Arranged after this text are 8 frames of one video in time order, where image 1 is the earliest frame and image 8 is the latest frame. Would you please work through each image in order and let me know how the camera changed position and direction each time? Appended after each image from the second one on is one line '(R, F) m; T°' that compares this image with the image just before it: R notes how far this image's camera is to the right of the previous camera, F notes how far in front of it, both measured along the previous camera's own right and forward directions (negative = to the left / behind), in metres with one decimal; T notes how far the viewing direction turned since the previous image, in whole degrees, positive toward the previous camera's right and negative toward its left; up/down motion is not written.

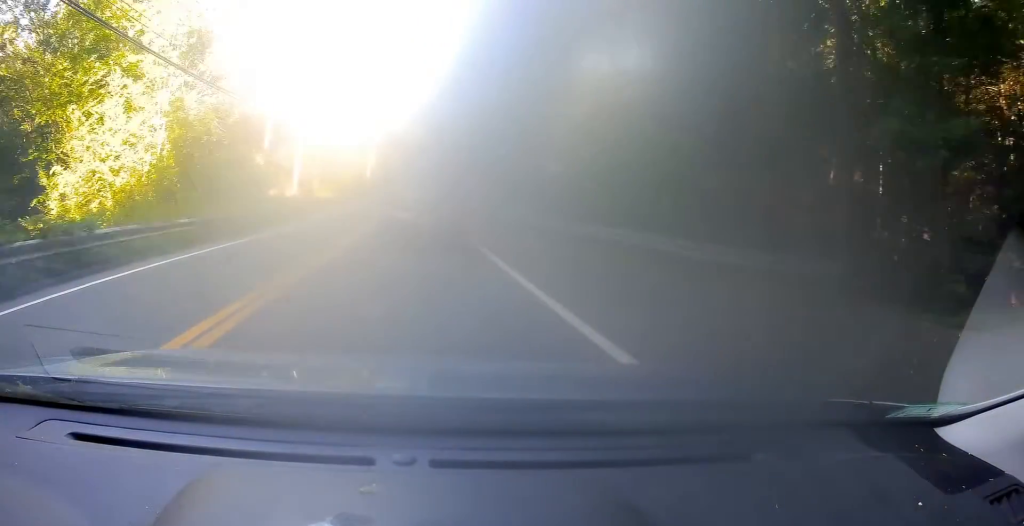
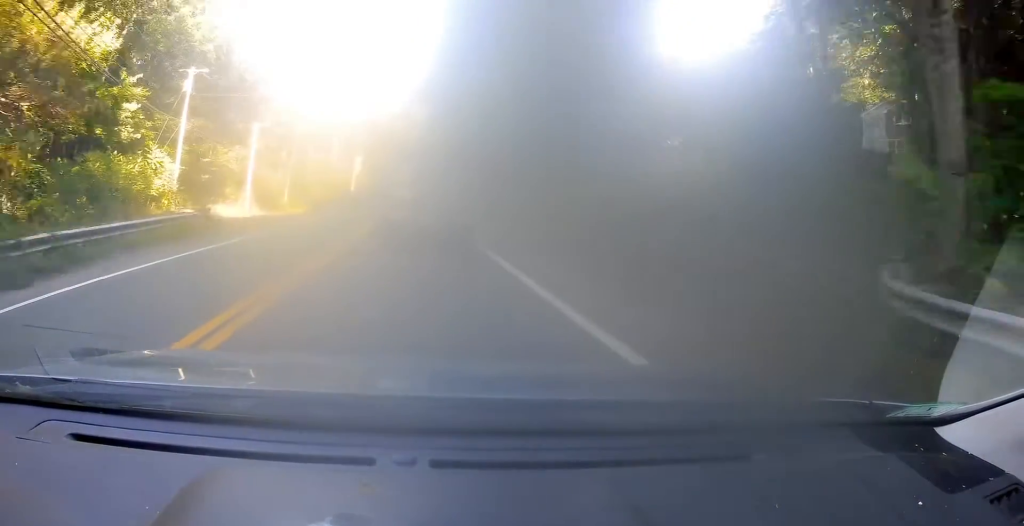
(-0.1, +25.3) m; 0°
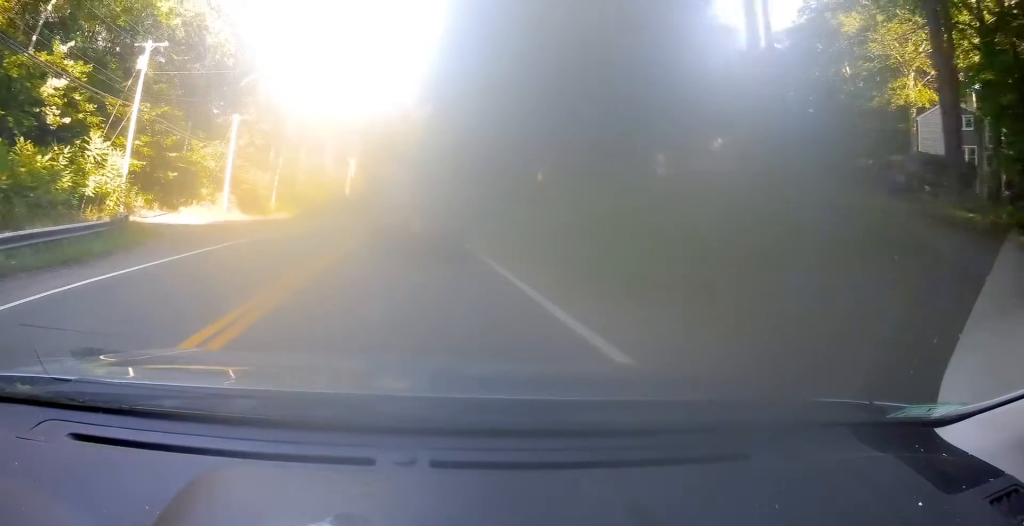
(-0.1, +8.2) m; 0°
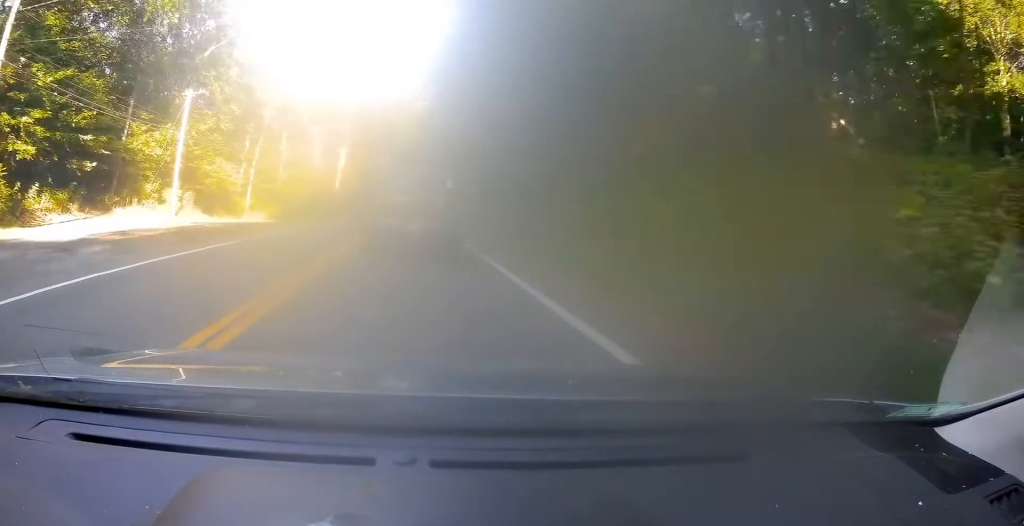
(+0.3, +14.2) m; +1°
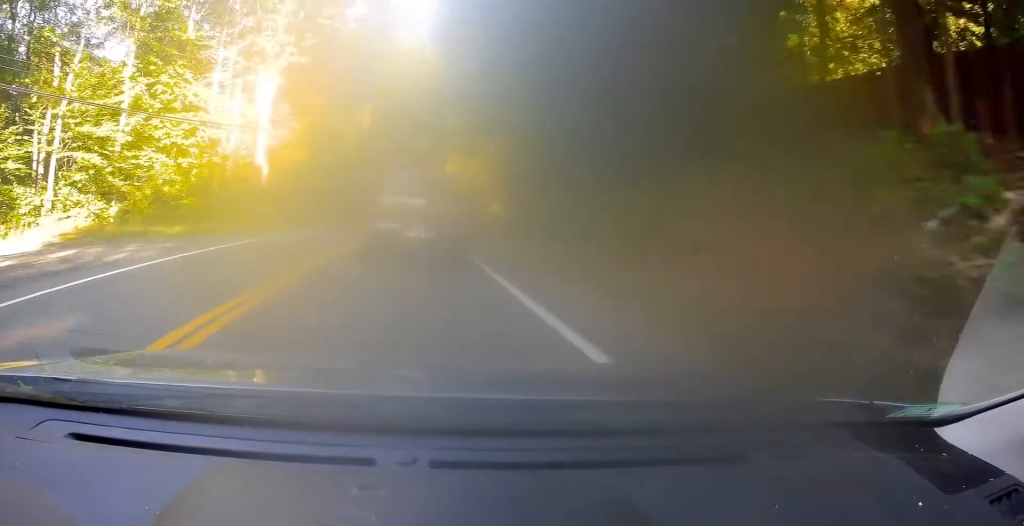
(+1.5, +44.5) m; +4°
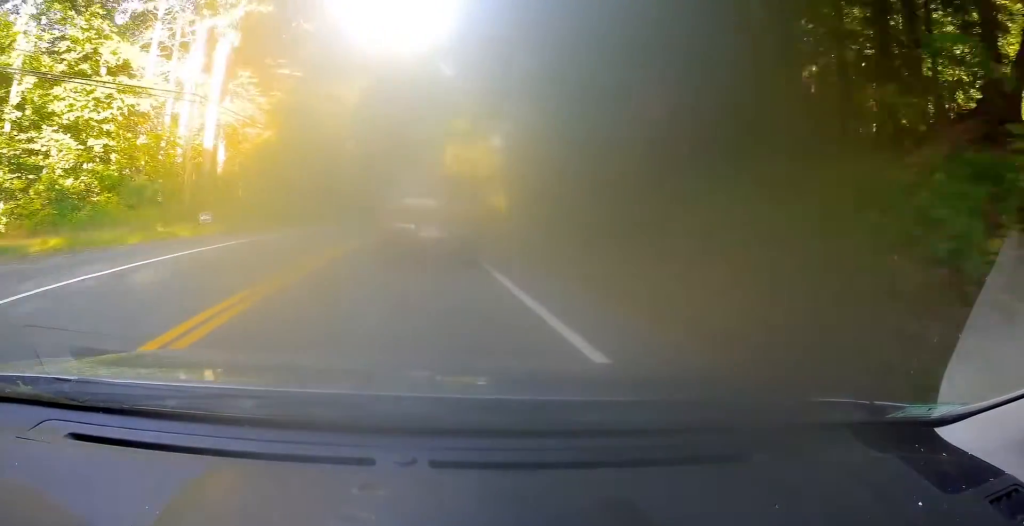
(0.0, +11.7) m; 0°
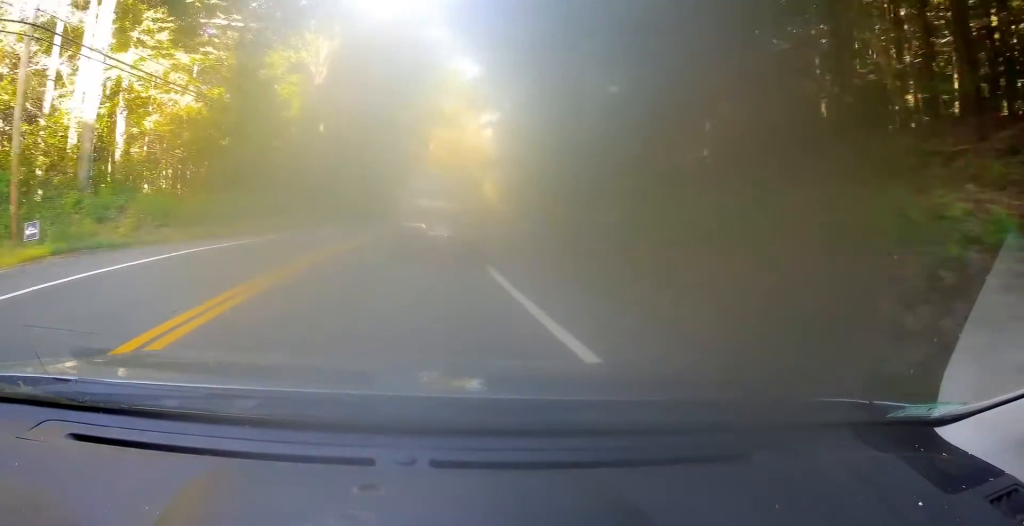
(0.0, +13.4) m; 0°
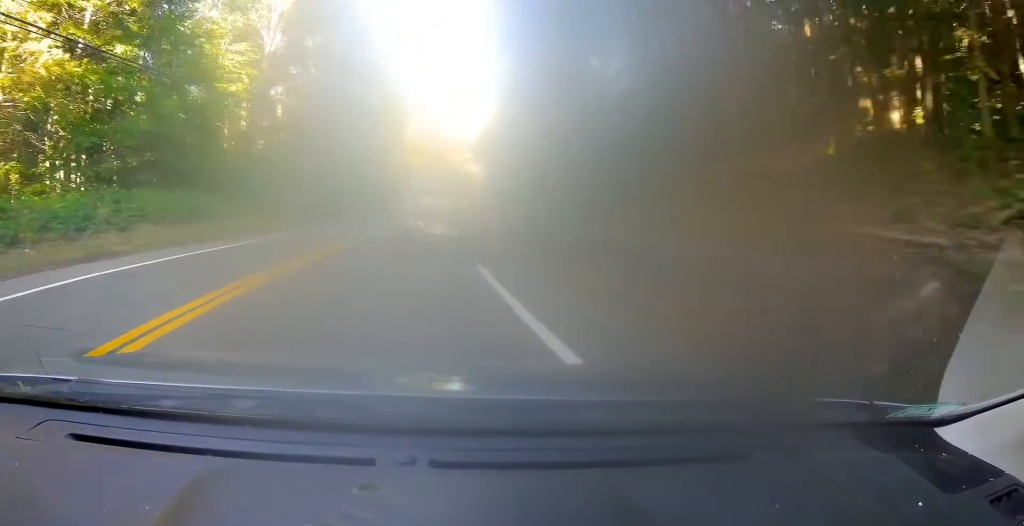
(0.0, +11.6) m; 0°
